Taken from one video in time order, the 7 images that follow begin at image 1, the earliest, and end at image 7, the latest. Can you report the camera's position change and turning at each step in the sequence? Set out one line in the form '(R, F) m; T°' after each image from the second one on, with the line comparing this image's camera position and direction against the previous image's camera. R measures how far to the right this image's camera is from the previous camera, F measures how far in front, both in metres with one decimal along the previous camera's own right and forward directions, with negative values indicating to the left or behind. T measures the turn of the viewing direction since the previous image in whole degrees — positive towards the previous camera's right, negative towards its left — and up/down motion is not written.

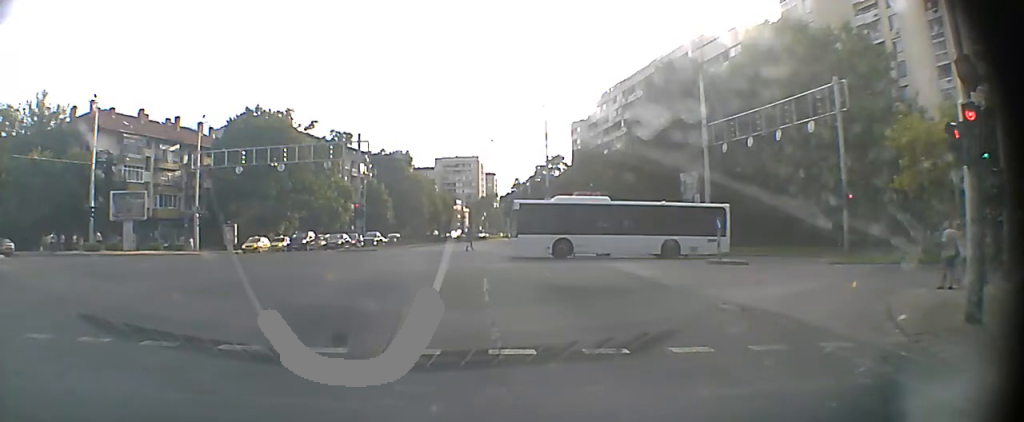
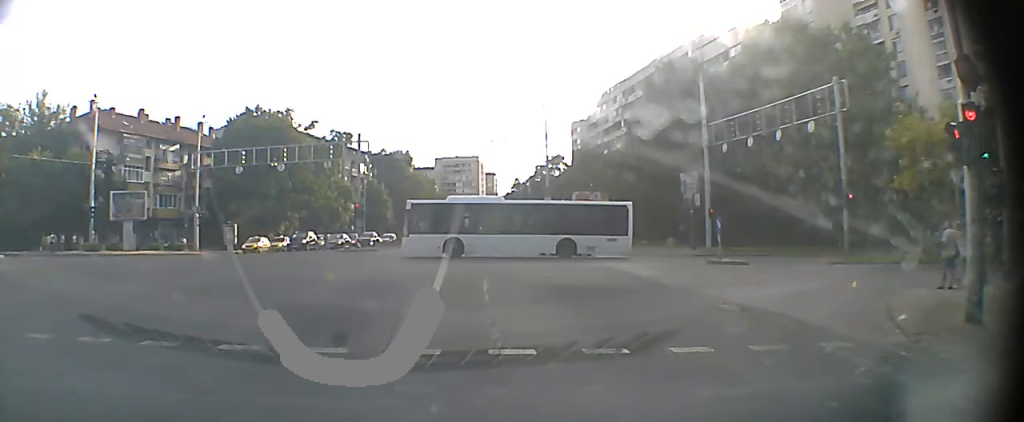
(0.0, 0.0) m; 0°
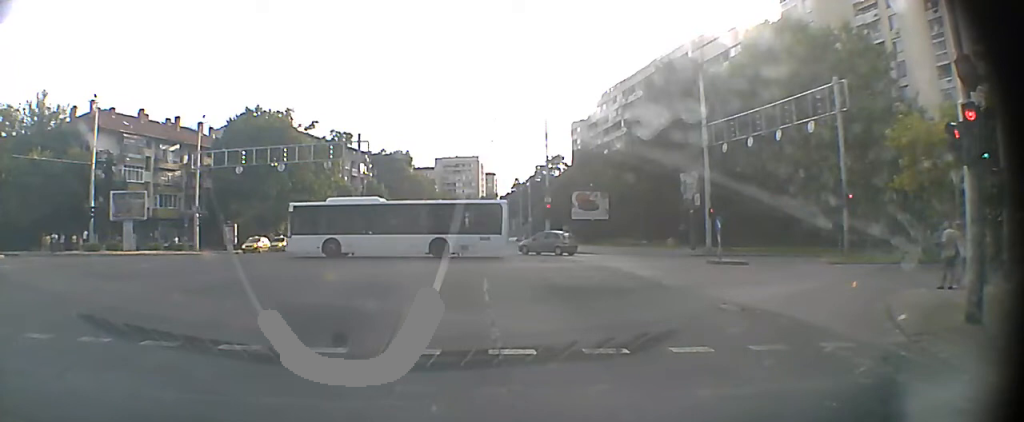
(0.0, 0.0) m; 0°
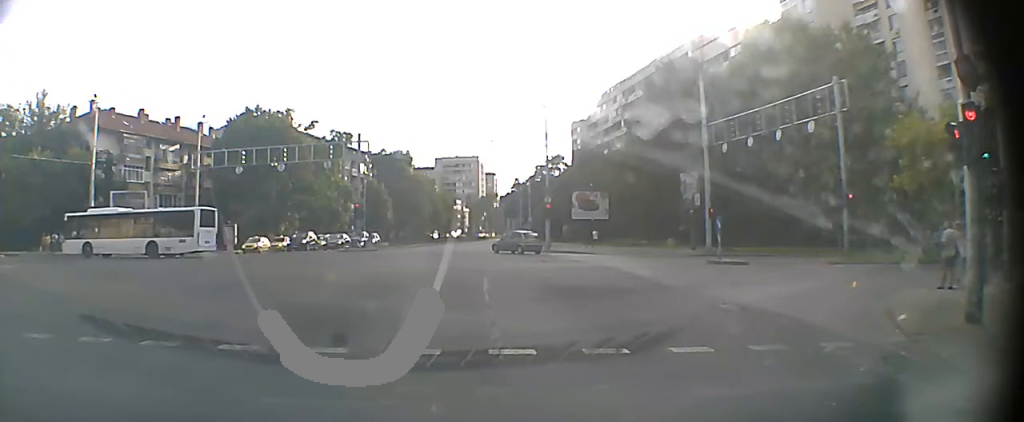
(-0.1, +0.4) m; 0°
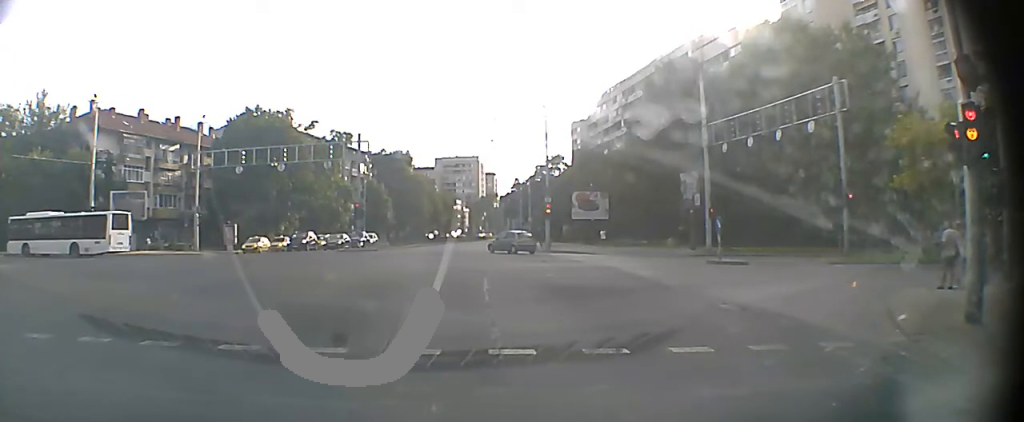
(0.0, +0.4) m; 0°
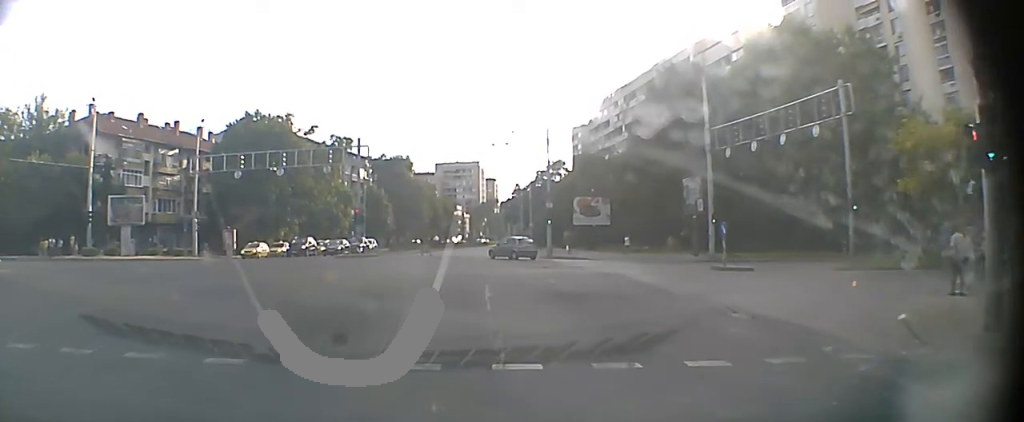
(-0.1, +1.4) m; 0°
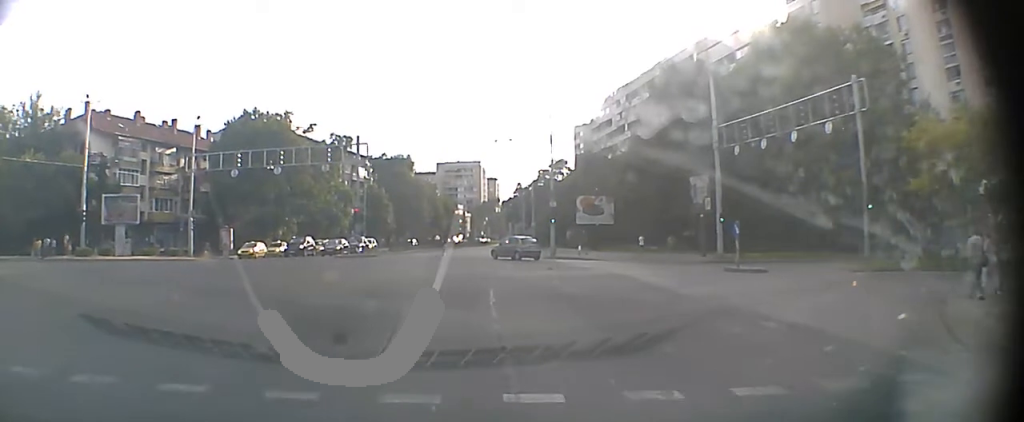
(0.0, +0.8) m; 0°
